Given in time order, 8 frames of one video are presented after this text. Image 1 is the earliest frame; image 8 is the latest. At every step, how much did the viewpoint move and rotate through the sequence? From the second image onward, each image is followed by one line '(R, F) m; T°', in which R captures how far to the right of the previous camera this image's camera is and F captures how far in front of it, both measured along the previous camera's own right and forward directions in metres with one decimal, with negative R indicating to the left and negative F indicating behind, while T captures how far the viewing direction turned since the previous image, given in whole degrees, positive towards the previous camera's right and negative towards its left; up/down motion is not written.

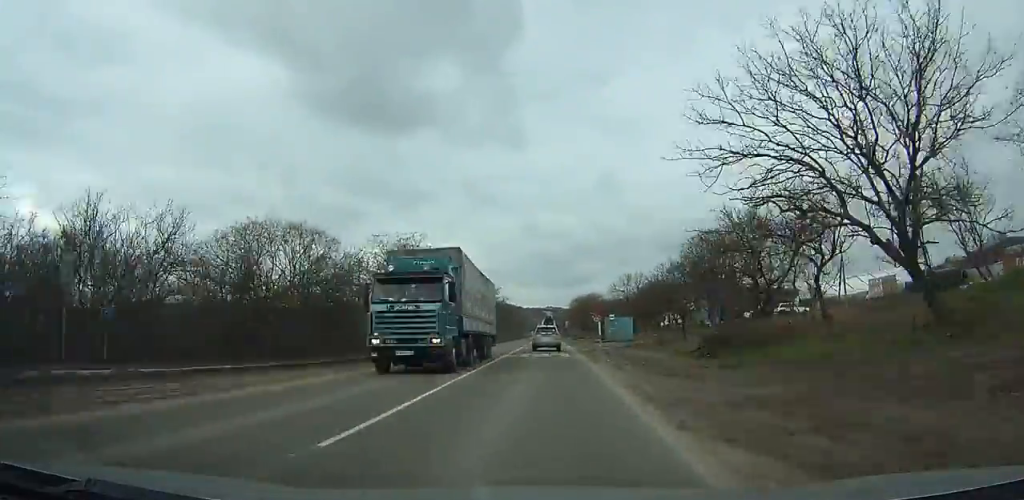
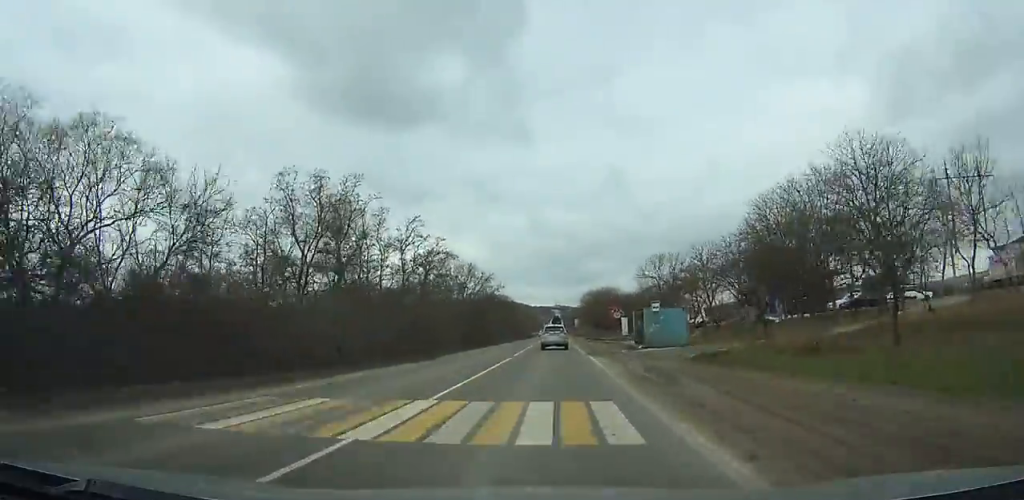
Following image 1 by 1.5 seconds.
(0.0, +22.3) m; 0°
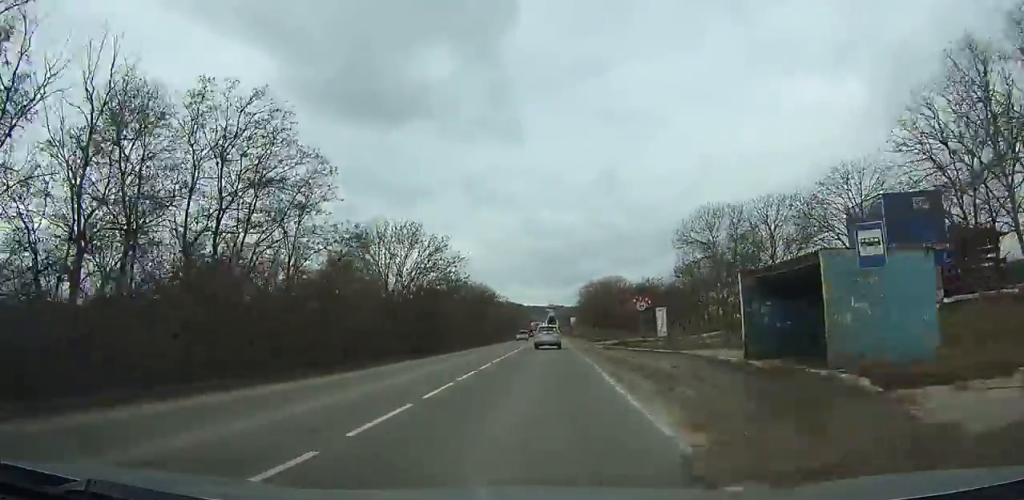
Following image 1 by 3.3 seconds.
(-0.1, +27.7) m; 0°
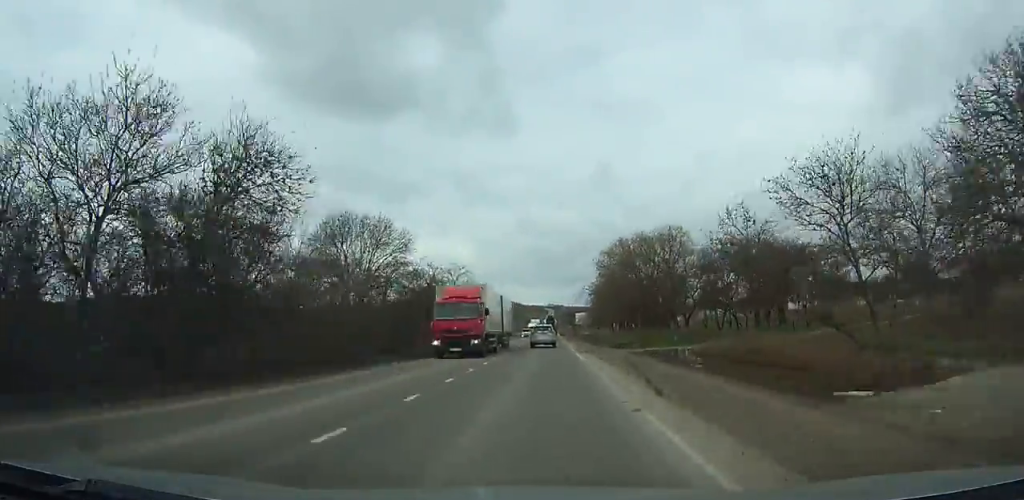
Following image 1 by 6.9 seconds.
(+0.1, +57.8) m; 0°
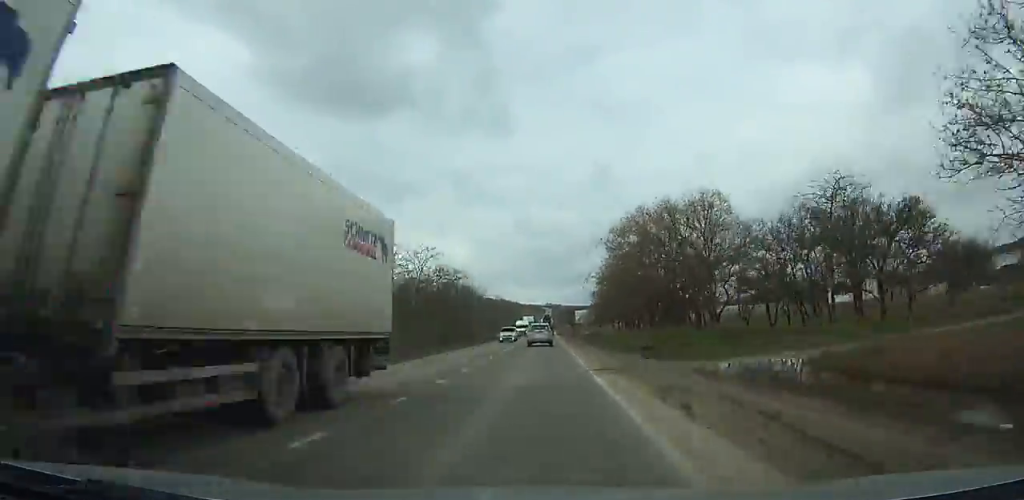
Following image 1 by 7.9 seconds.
(-0.1, +16.3) m; 0°
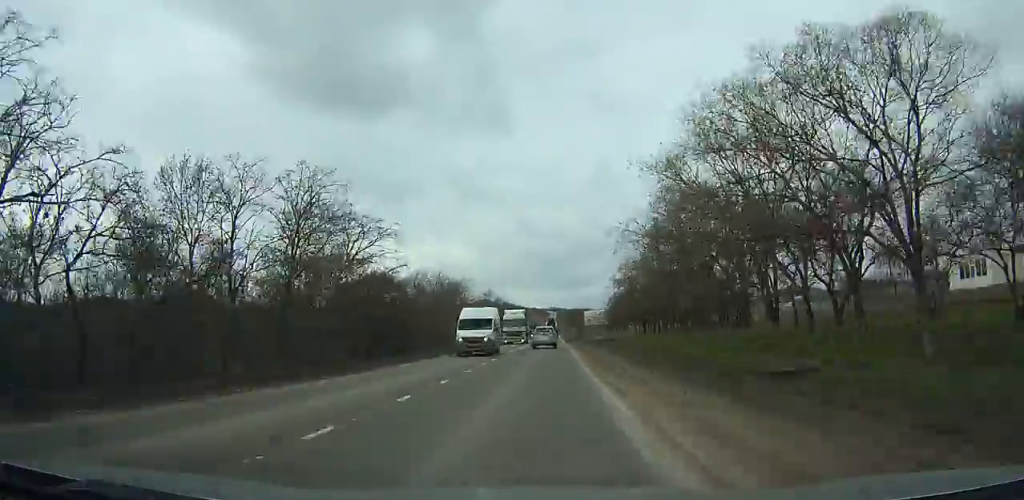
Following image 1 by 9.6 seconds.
(-0.1, +27.3) m; 0°
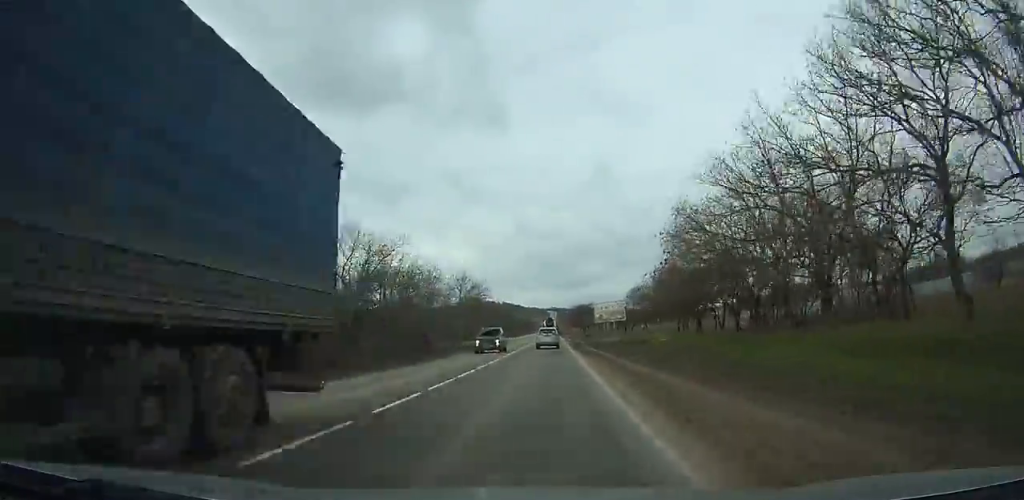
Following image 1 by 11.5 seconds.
(-0.1, +32.0) m; 0°
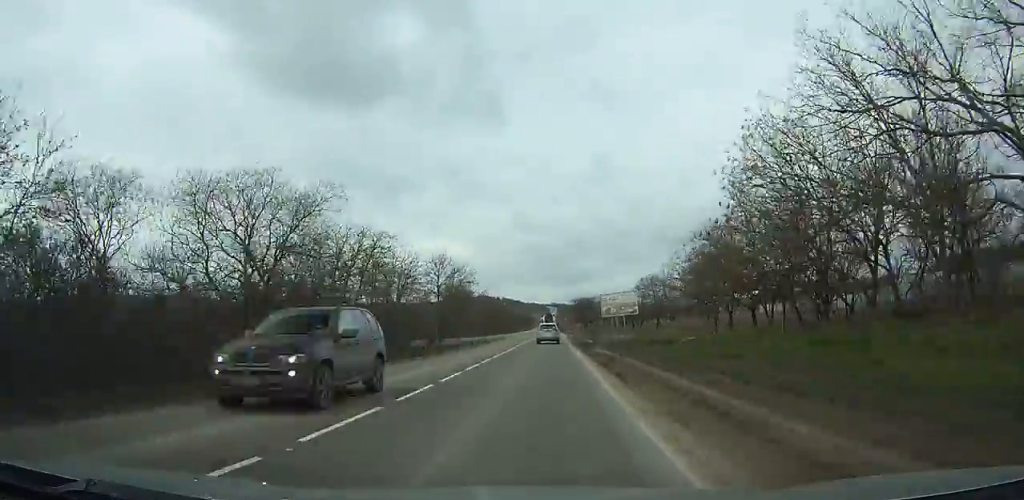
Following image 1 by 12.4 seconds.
(-0.2, +14.4) m; 0°
